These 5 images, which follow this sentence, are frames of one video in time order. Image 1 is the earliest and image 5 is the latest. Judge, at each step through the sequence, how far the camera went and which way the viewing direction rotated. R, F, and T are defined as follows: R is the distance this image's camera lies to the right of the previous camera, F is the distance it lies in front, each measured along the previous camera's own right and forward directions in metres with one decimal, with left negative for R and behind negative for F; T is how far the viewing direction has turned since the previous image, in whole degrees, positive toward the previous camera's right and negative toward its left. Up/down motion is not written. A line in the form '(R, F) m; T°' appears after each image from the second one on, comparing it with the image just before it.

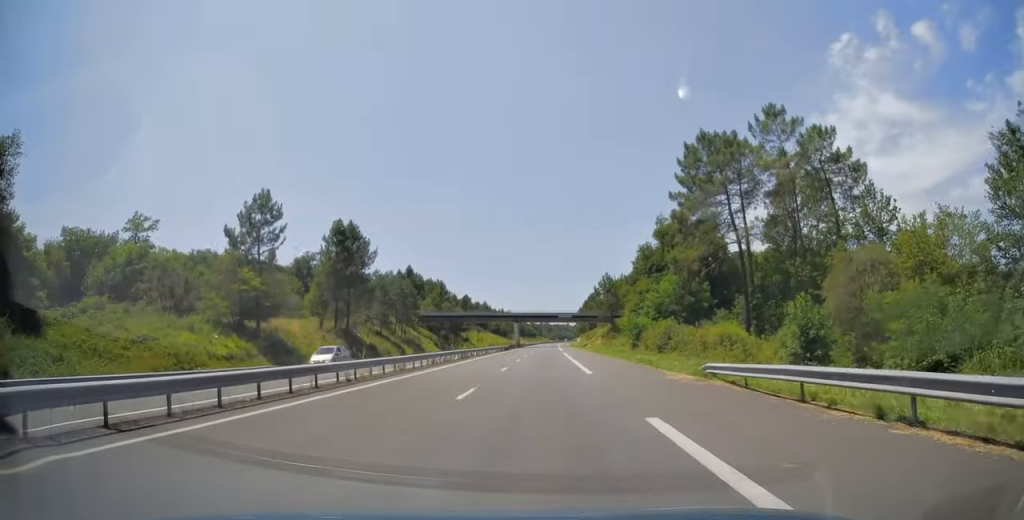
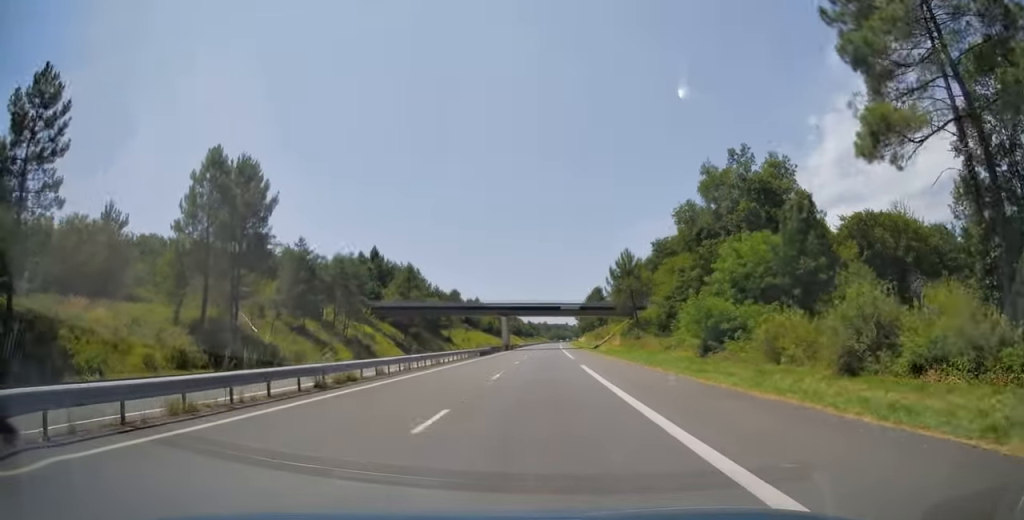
(+0.1, +31.5) m; 0°
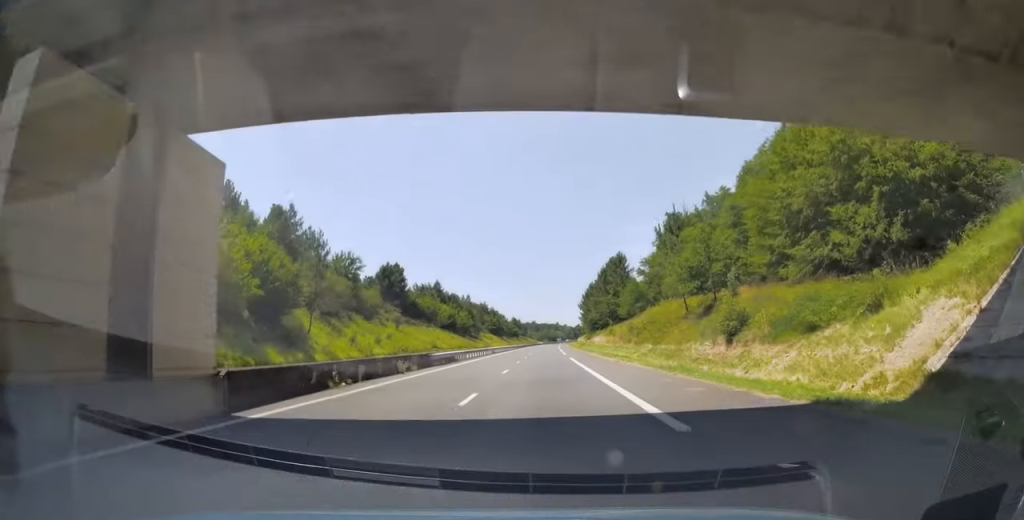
(+0.4, +88.1) m; +1°
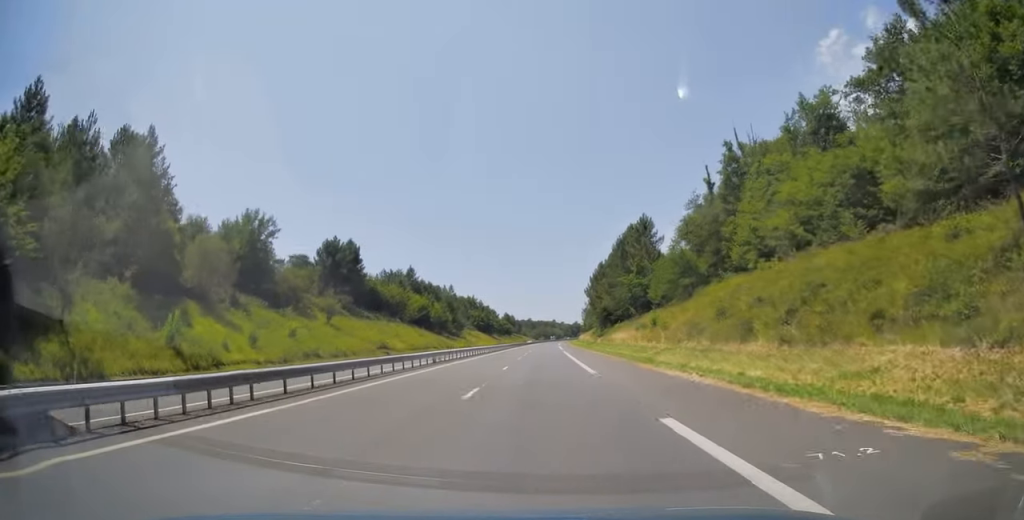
(0.0, +38.4) m; 0°
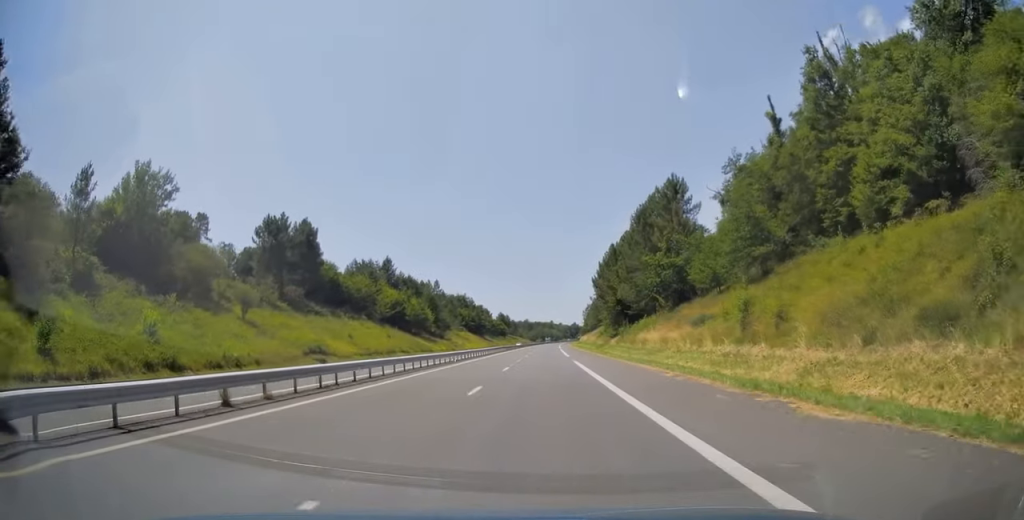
(+0.1, +25.0) m; 0°
